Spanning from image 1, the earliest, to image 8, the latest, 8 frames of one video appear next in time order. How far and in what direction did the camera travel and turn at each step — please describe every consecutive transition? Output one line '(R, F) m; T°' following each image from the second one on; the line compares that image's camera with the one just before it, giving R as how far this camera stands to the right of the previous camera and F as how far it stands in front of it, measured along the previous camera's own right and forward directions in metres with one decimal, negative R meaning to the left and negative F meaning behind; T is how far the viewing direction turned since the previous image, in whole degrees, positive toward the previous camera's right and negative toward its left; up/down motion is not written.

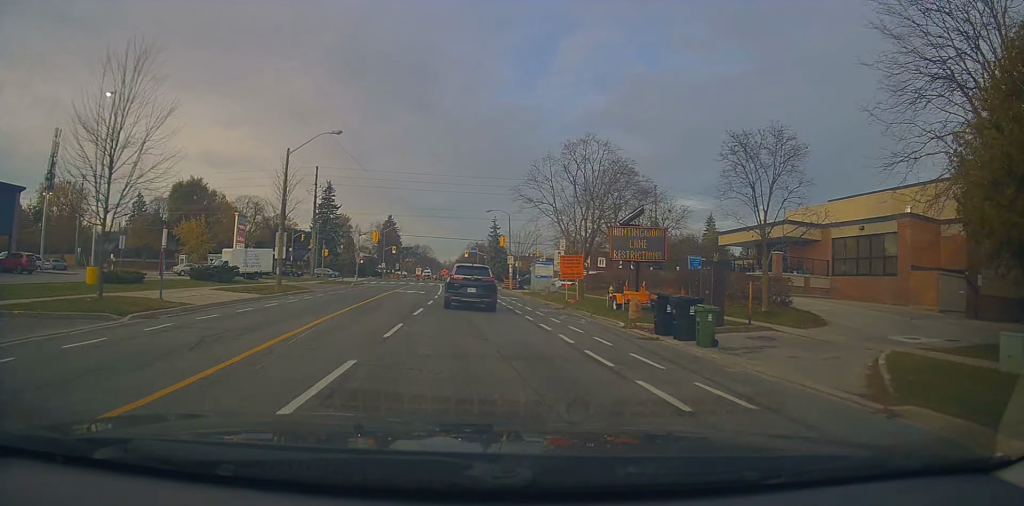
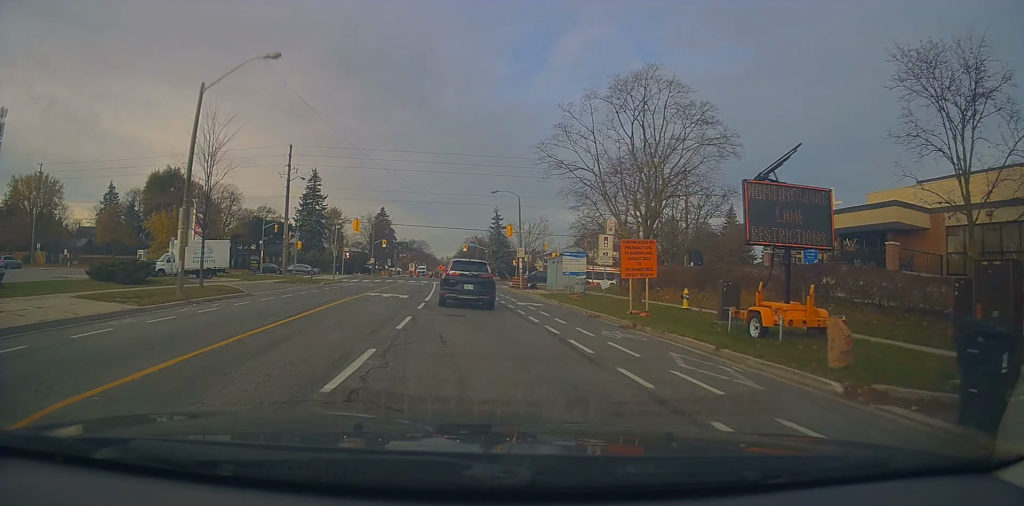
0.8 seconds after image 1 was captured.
(+0.4, +10.8) m; 0°
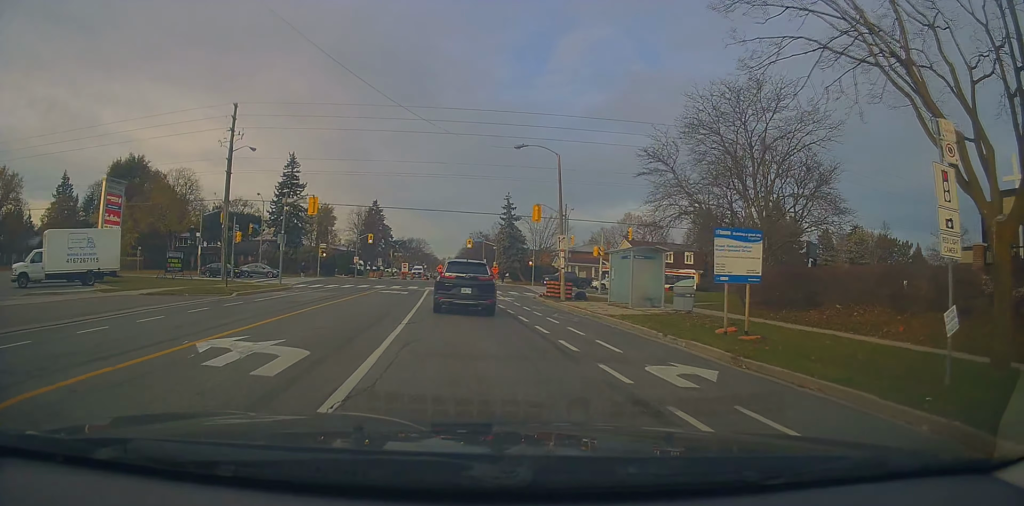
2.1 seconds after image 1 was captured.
(-0.3, +18.3) m; 0°
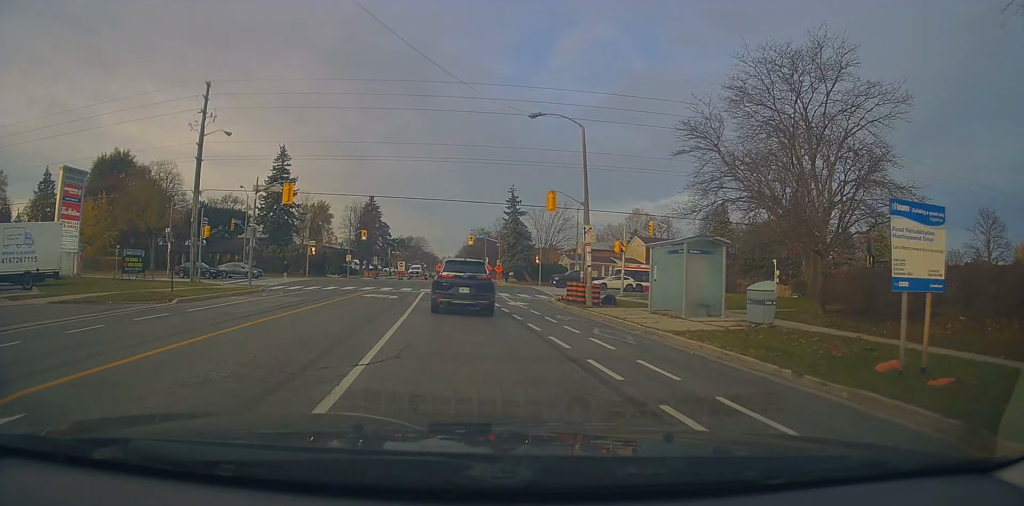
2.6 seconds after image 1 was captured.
(+0.3, +6.4) m; 0°
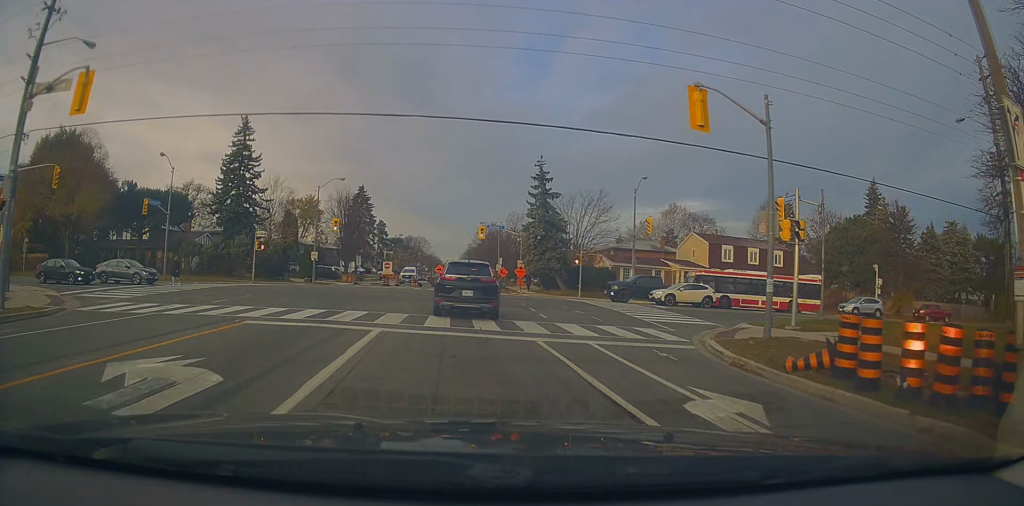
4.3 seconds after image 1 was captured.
(-0.8, +21.4) m; -1°
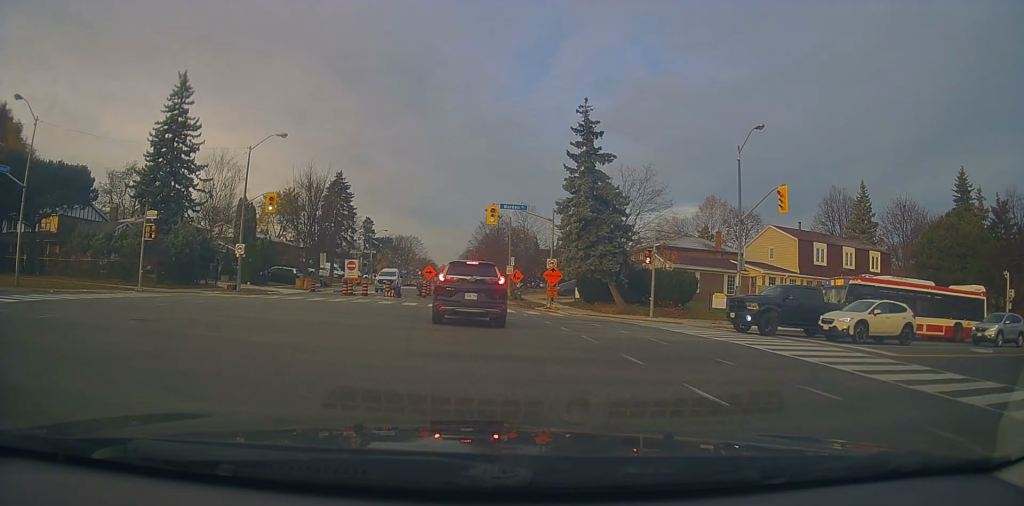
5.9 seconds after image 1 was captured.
(+0.4, +18.4) m; +1°
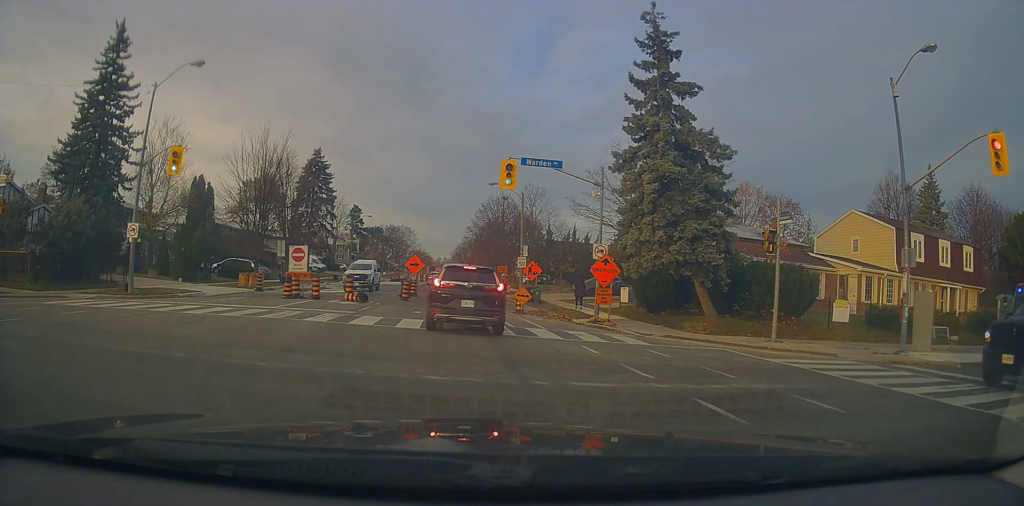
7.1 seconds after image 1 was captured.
(-0.1, +13.2) m; 0°
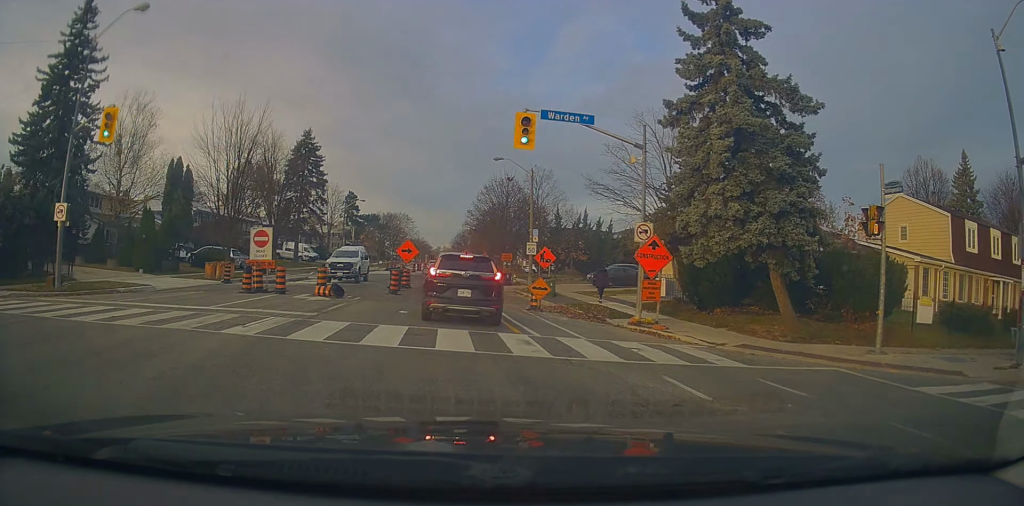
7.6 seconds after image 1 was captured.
(-0.2, +5.9) m; +1°
